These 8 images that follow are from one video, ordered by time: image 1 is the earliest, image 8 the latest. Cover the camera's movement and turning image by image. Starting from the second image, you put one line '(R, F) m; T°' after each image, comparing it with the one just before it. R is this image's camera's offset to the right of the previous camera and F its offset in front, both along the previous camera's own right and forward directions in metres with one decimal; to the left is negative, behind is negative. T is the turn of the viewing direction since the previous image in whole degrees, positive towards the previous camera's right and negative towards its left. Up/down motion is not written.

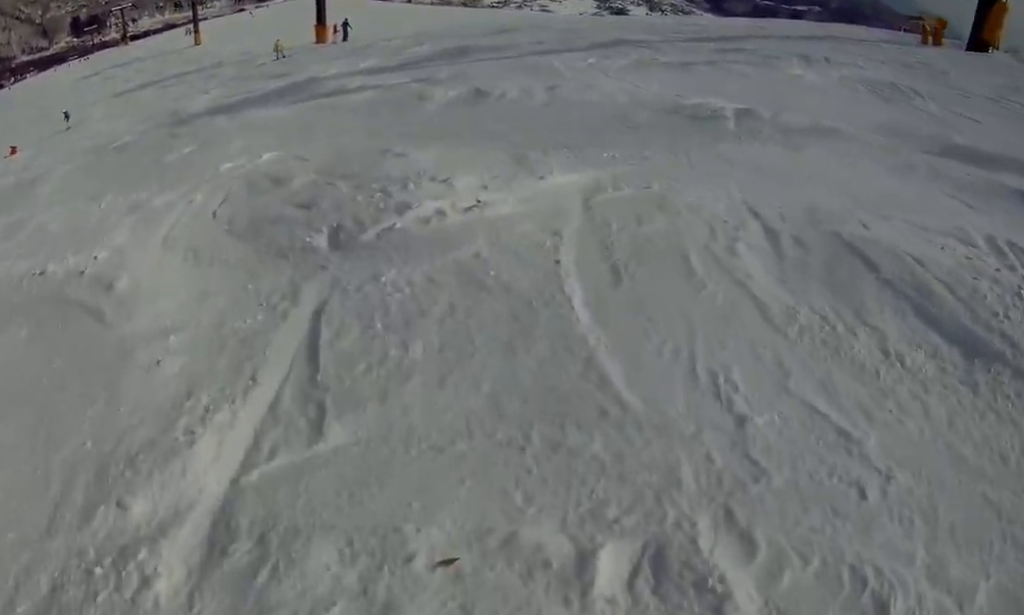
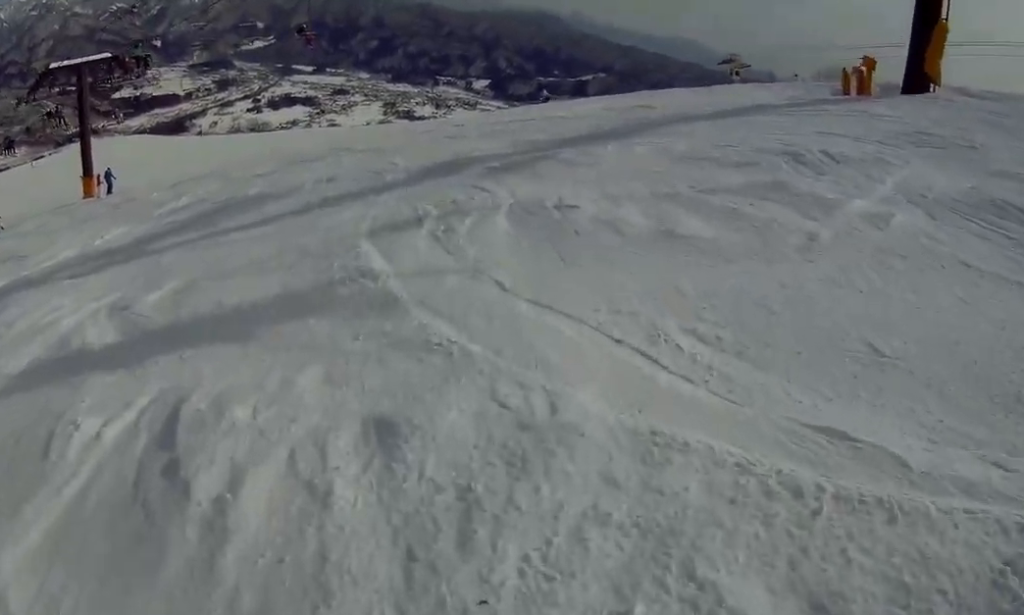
(+1.6, +6.2) m; +2°
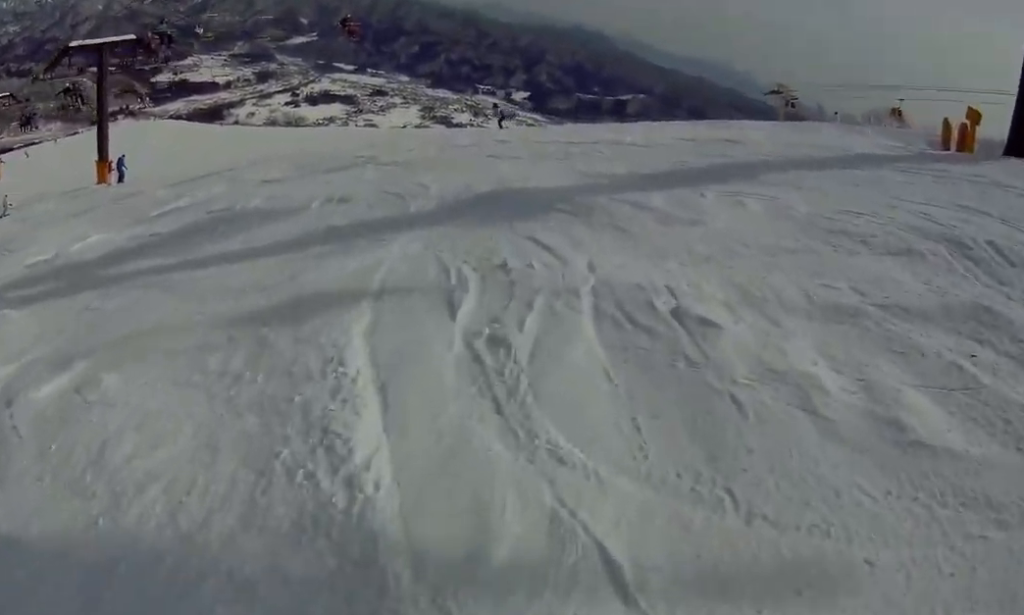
(-0.3, +2.3) m; -10°
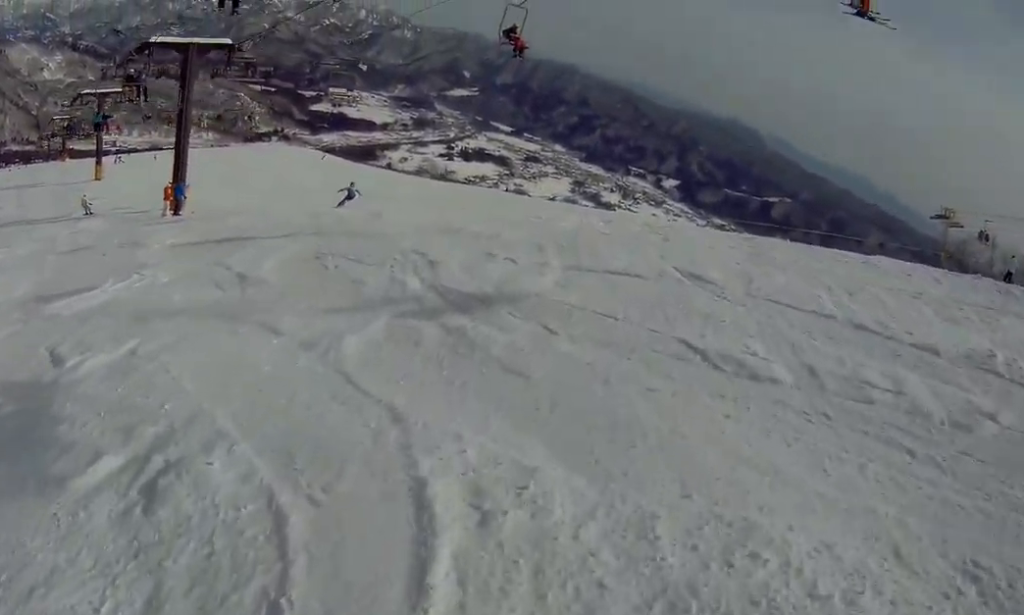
(-1.7, +7.1) m; -28°
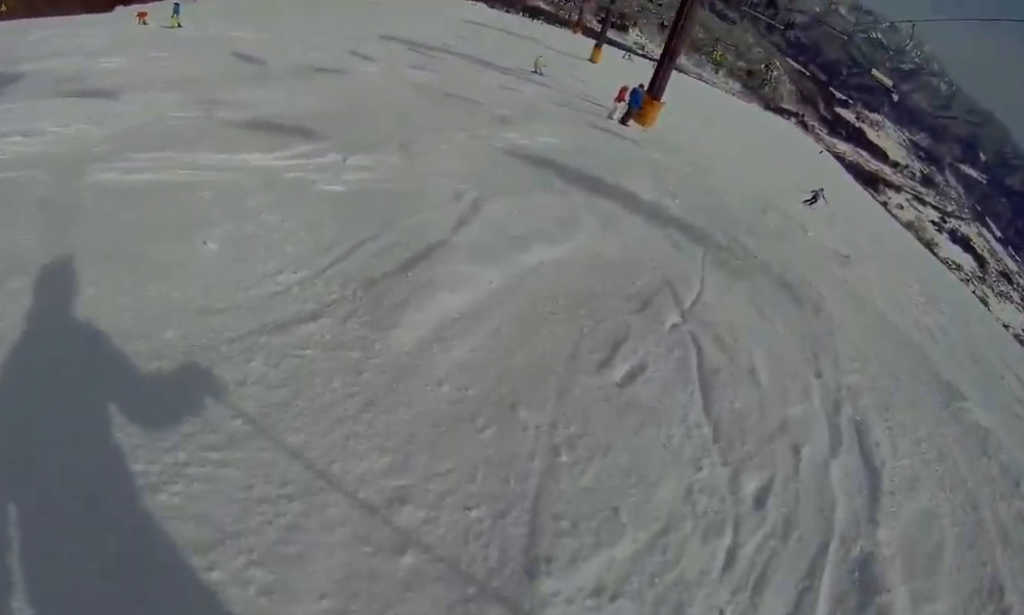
(-1.0, +4.5) m; -30°
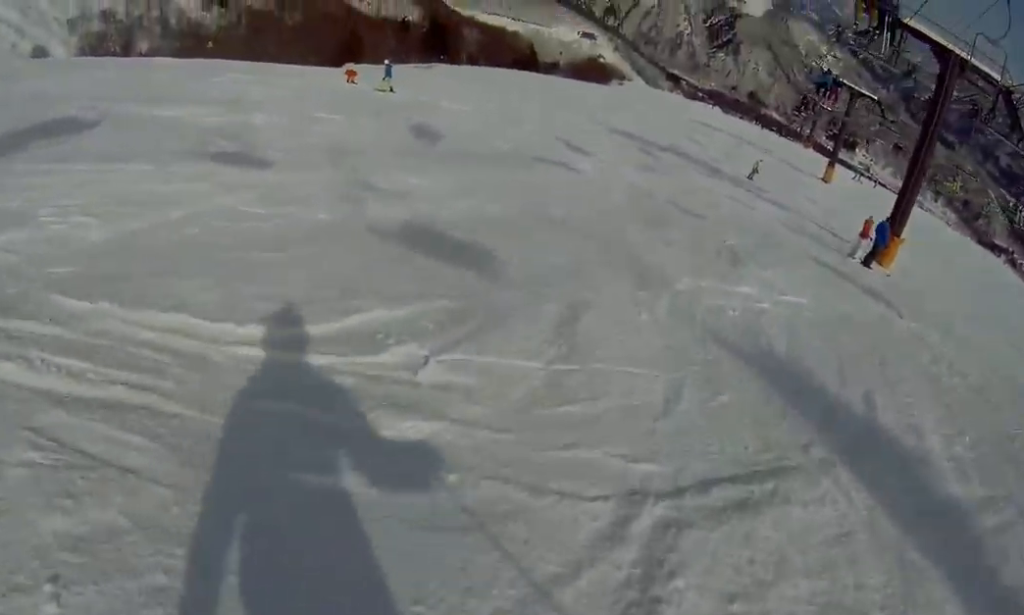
(-0.8, +2.6) m; -7°
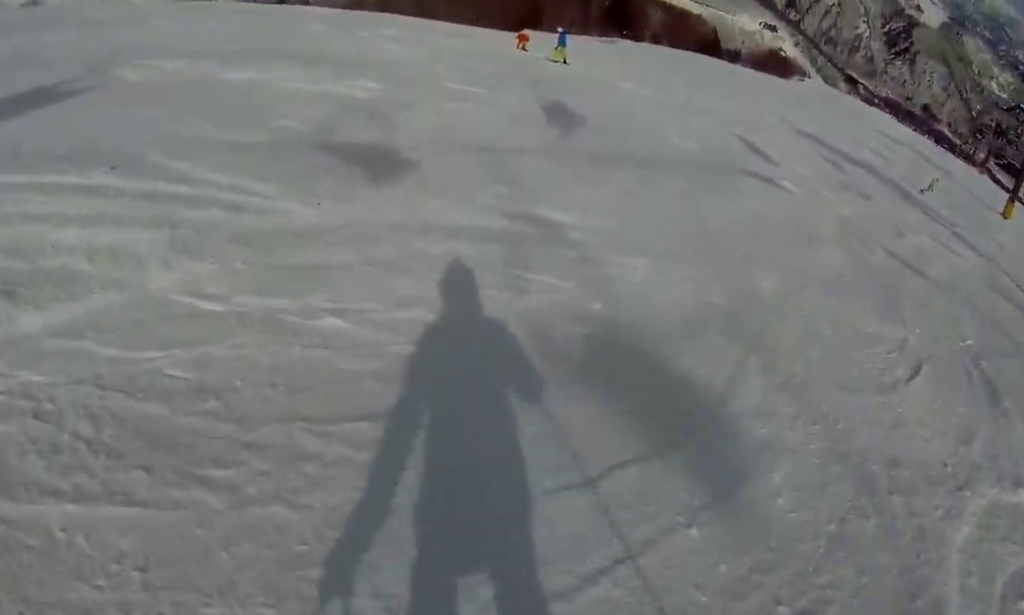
(-0.3, +2.7) m; -2°
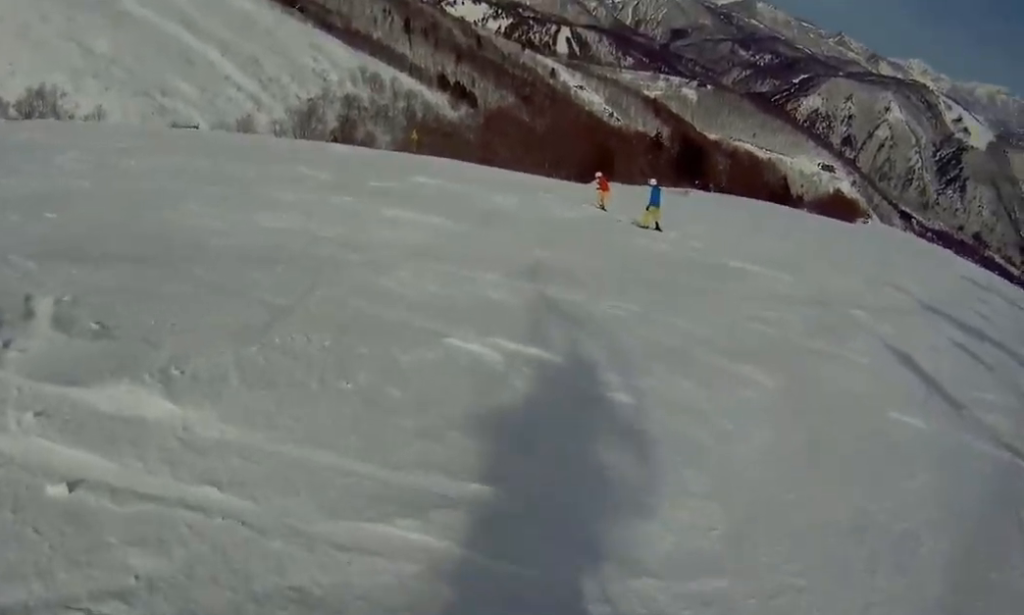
(+0.6, +5.8) m; +21°
